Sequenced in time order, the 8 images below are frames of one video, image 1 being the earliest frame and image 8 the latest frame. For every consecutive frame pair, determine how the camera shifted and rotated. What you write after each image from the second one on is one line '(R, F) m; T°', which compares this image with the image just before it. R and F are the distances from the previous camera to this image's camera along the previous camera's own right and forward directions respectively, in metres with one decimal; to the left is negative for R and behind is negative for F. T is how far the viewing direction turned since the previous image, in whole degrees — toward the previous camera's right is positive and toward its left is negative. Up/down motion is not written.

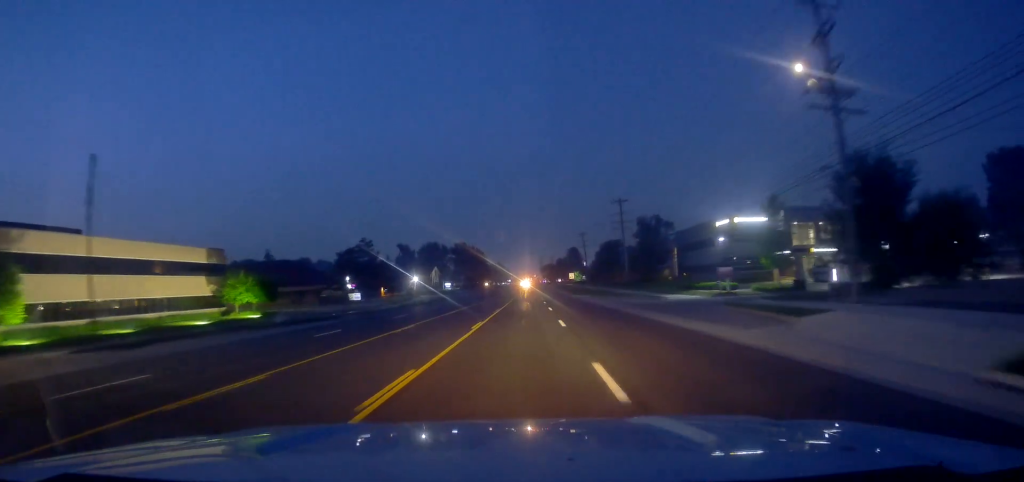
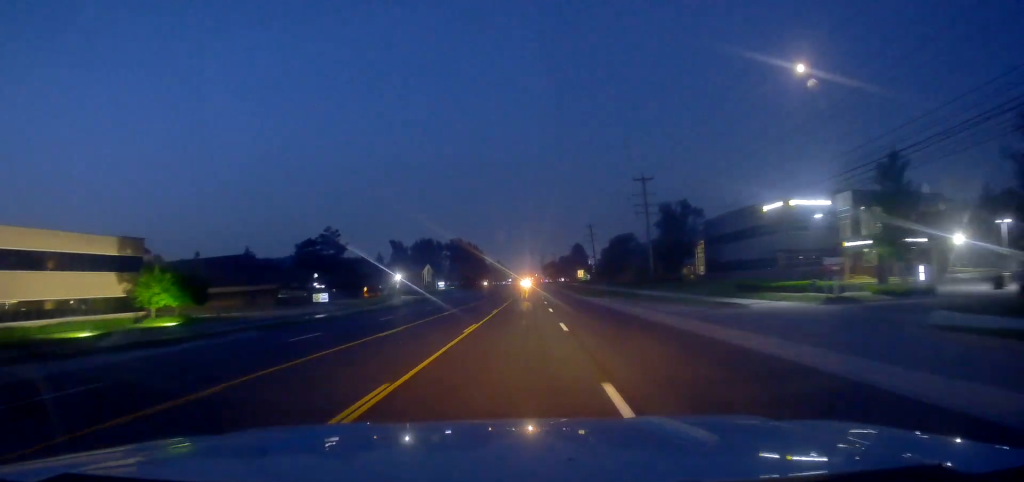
(+0.1, +17.6) m; -1°
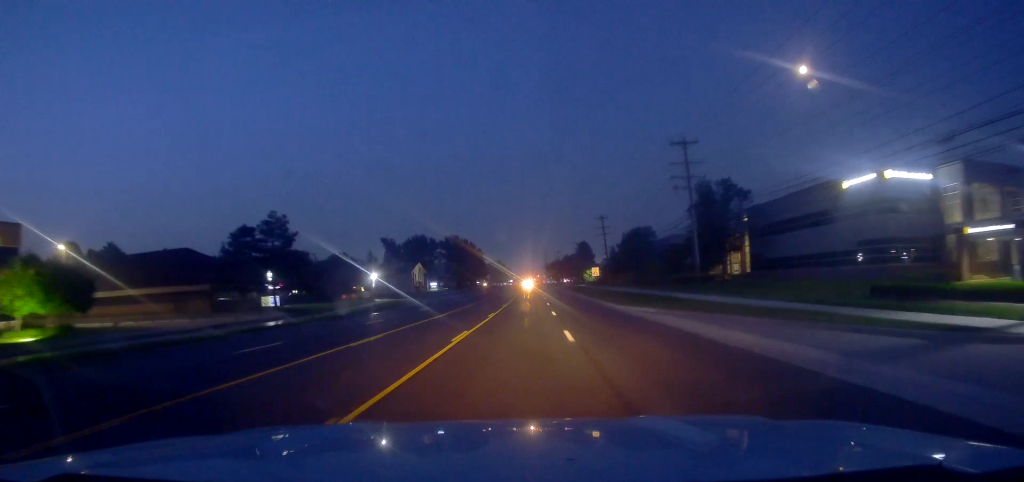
(-0.4, +18.3) m; -2°
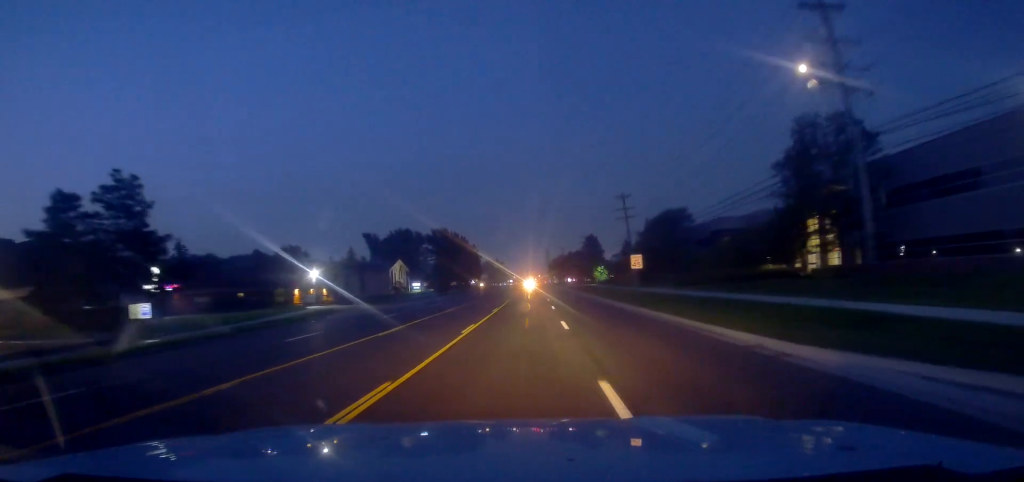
(-0.1, +27.3) m; +1°
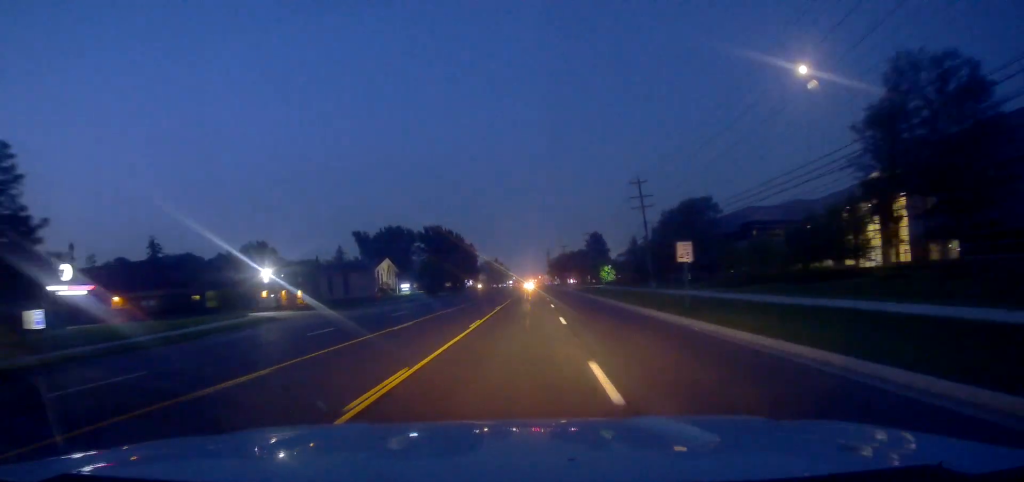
(+0.4, +13.0) m; +1°
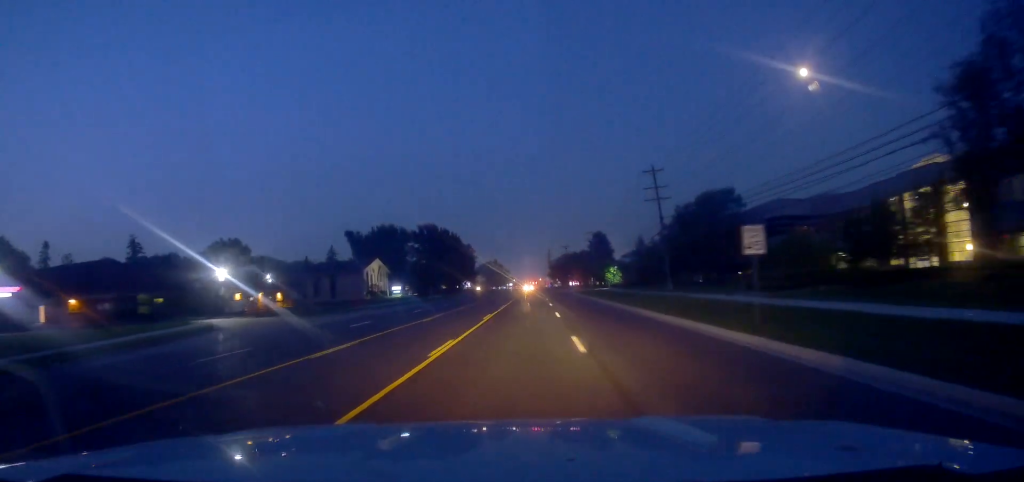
(-0.1, +8.8) m; 0°
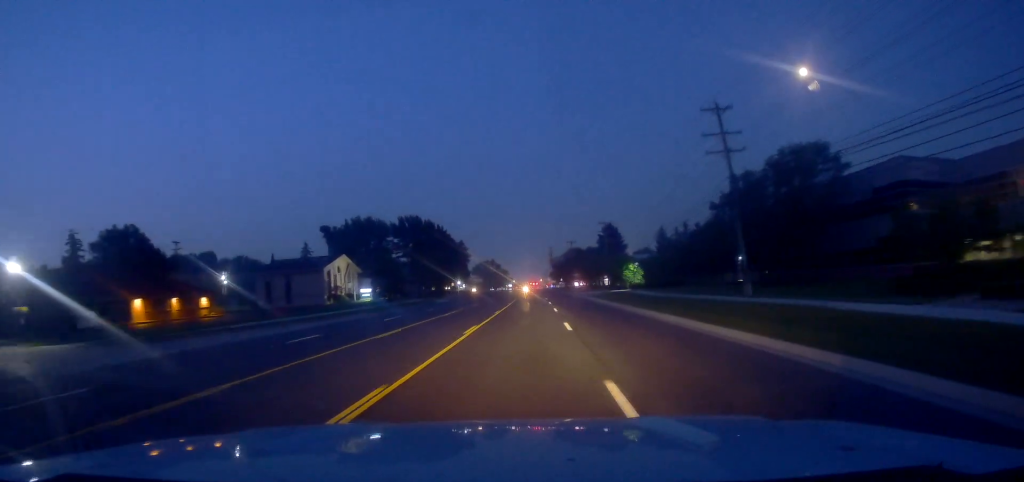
(-0.1, +23.7) m; -1°
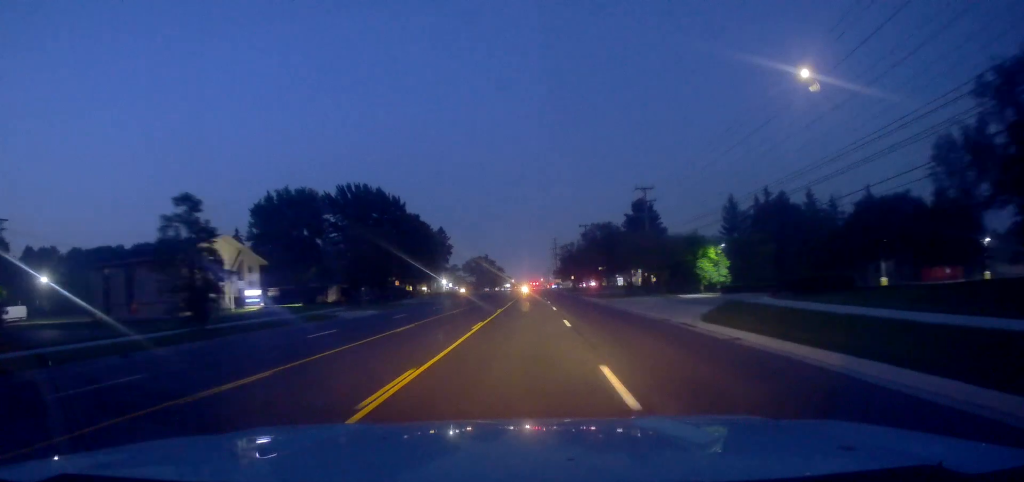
(-0.3, +43.4) m; -1°
